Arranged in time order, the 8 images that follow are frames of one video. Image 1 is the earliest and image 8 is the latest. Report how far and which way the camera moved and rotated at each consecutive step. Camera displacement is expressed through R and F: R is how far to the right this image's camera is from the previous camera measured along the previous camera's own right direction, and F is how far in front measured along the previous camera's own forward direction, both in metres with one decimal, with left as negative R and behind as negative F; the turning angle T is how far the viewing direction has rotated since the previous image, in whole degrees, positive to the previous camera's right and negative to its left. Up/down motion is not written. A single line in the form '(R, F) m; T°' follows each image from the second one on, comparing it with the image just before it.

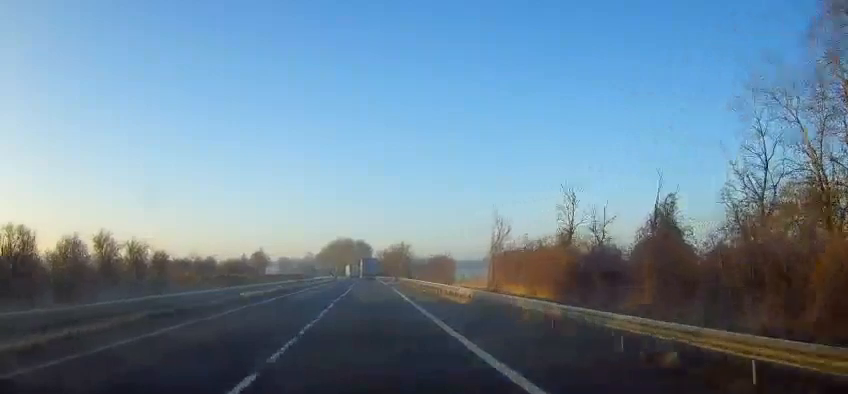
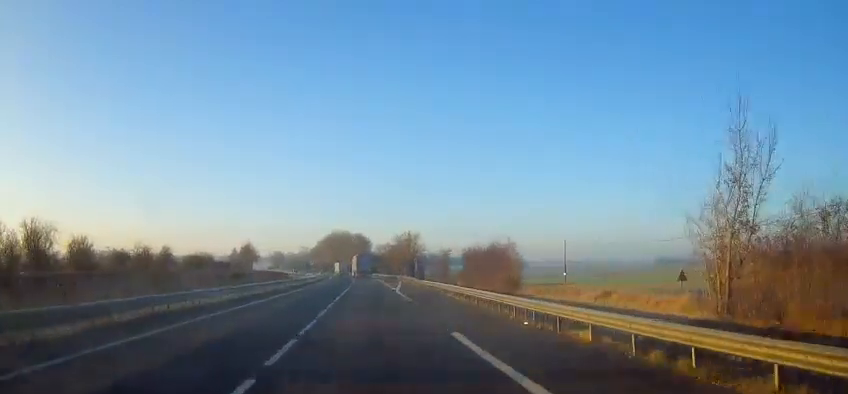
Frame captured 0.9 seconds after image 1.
(-0.1, +26.3) m; 0°
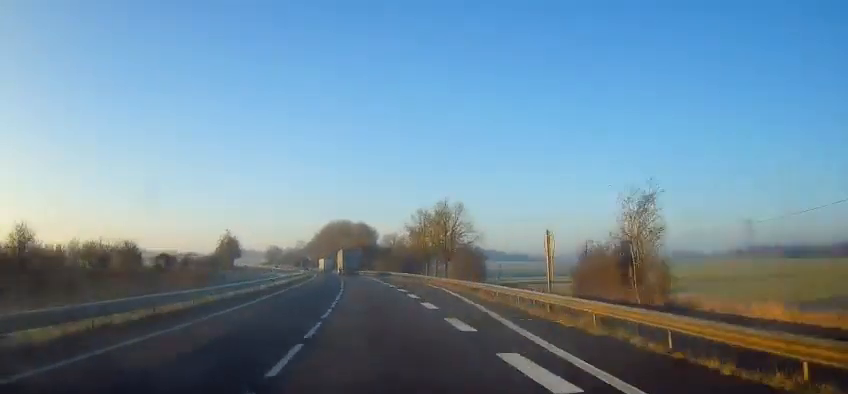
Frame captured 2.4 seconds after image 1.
(+0.2, +44.2) m; 0°
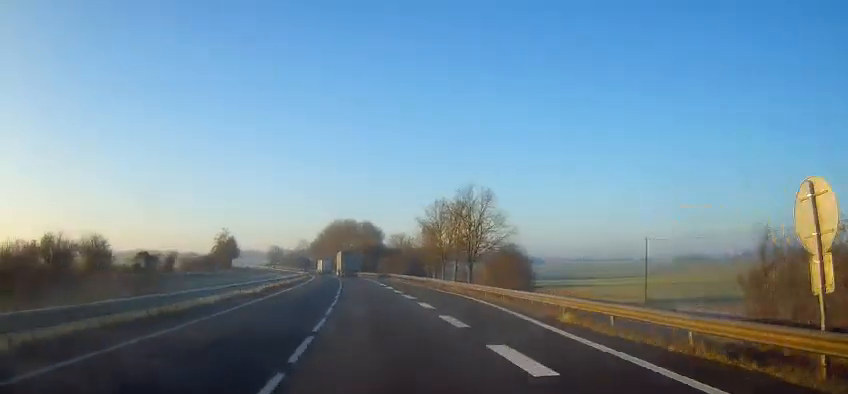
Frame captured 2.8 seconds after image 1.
(+0.2, +11.8) m; -1°
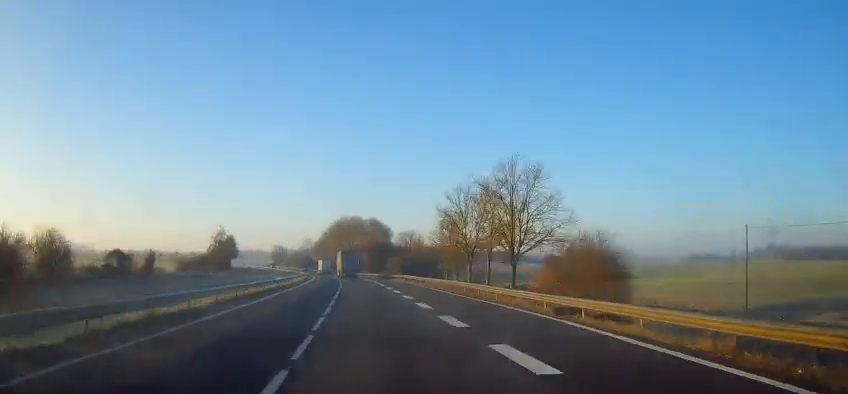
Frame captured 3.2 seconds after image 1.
(+0.2, +12.8) m; -1°
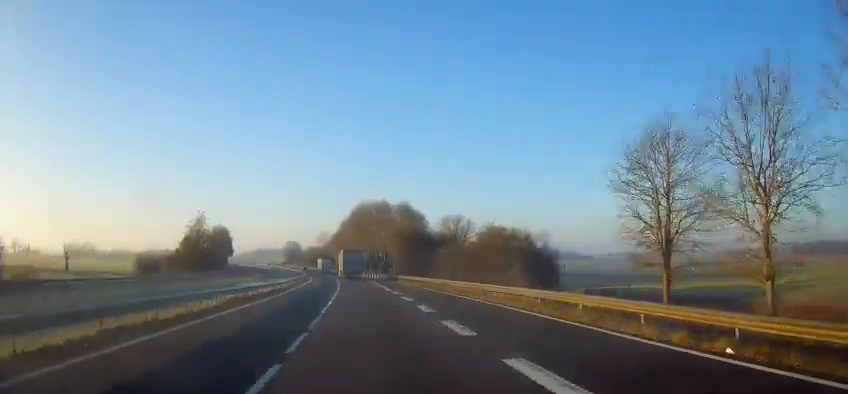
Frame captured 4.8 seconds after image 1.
(-1.0, +47.3) m; -2°
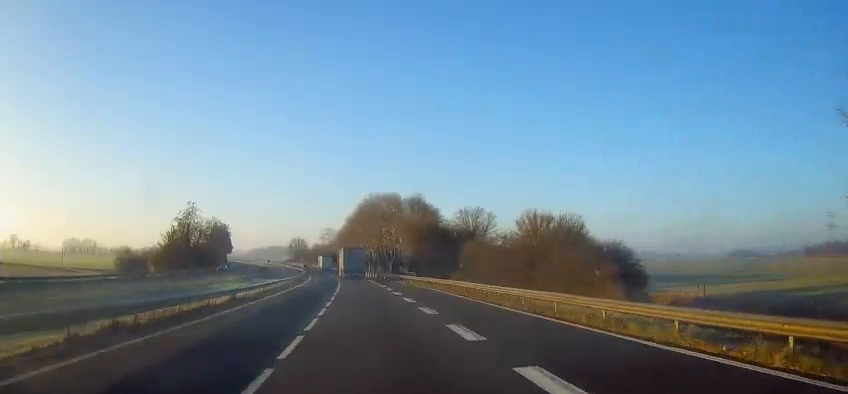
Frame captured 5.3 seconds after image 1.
(+0.1, +13.8) m; -1°
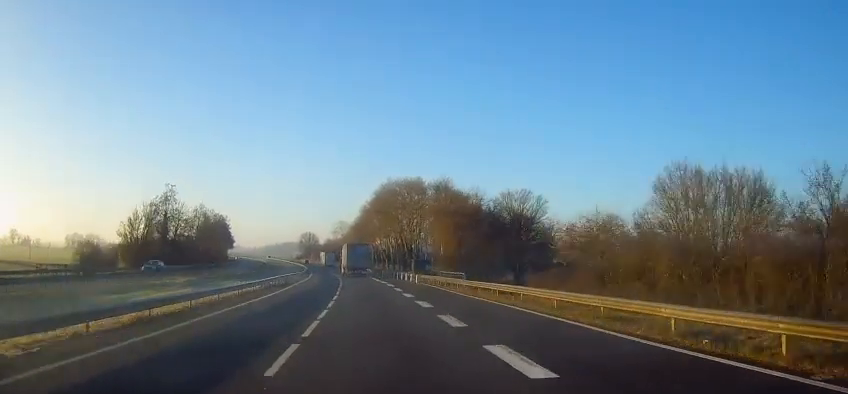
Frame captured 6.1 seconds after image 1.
(-0.6, +23.6) m; -1°
